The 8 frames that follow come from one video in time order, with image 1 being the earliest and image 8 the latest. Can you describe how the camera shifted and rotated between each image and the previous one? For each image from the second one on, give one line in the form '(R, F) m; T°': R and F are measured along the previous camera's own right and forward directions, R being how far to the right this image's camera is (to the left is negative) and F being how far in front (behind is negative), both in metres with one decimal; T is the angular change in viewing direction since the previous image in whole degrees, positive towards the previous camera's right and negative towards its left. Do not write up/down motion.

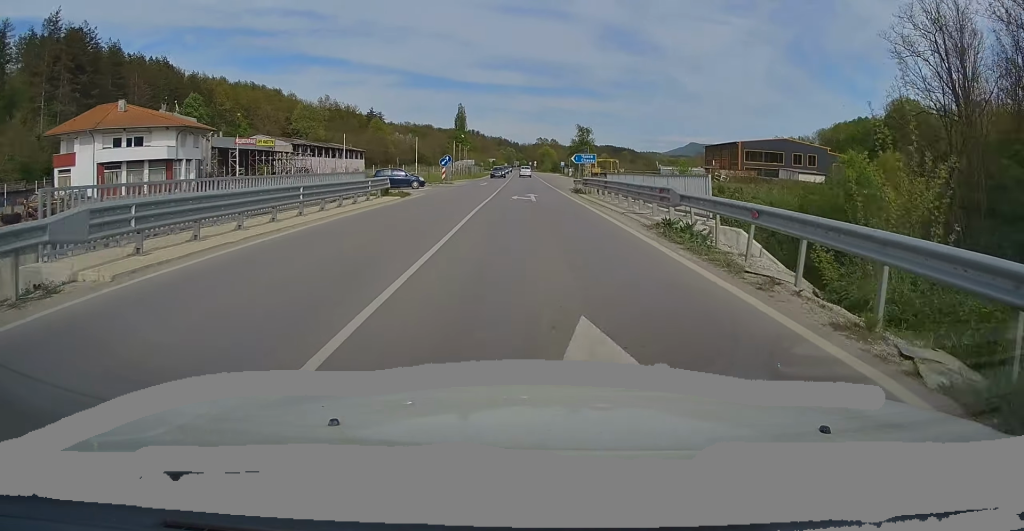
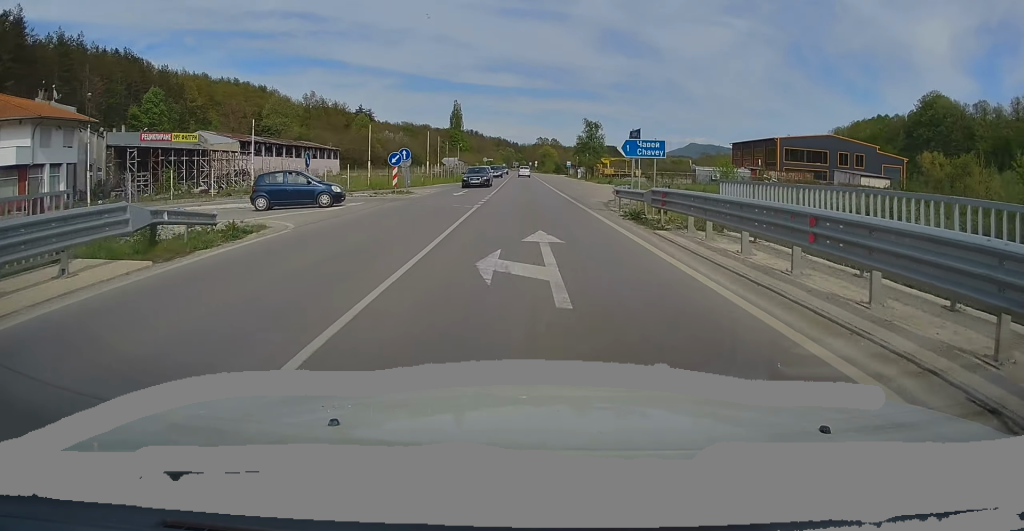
(0.0, +19.8) m; +1°
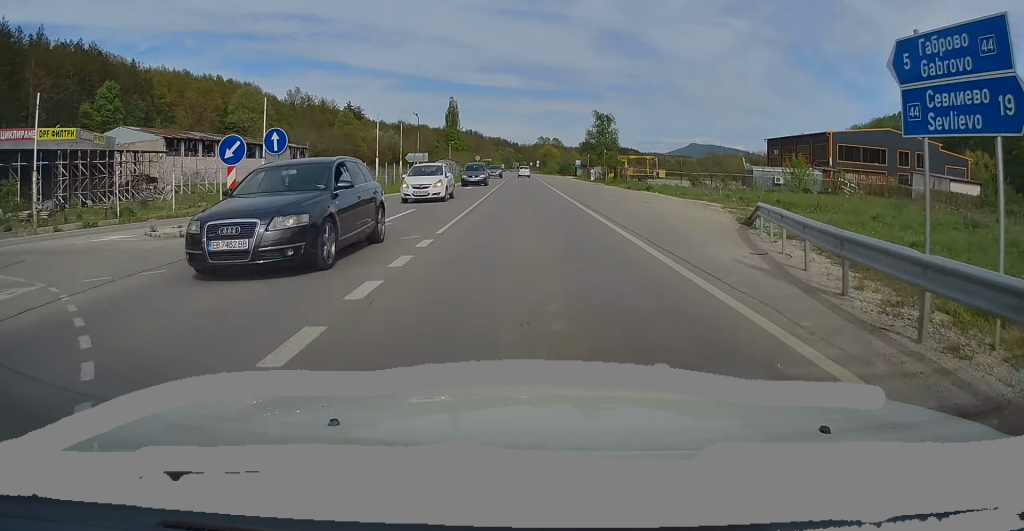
(+0.2, +19.0) m; 0°
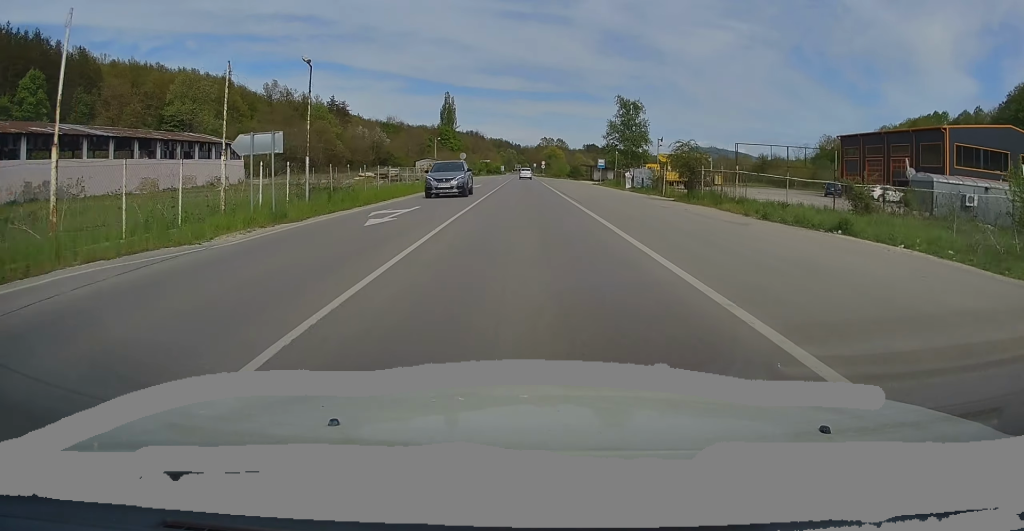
(-0.1, +26.2) m; -1°
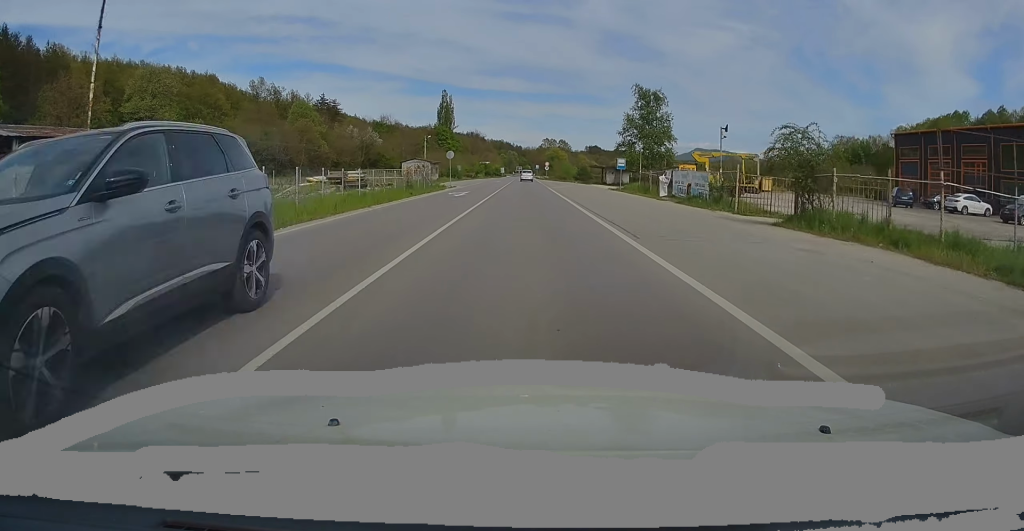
(0.0, +13.4) m; 0°
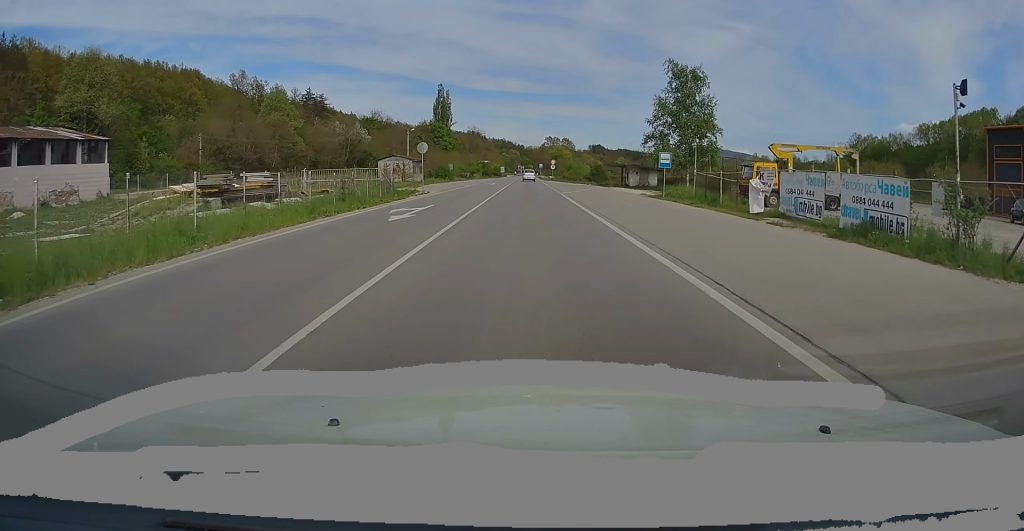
(0.0, +16.7) m; 0°
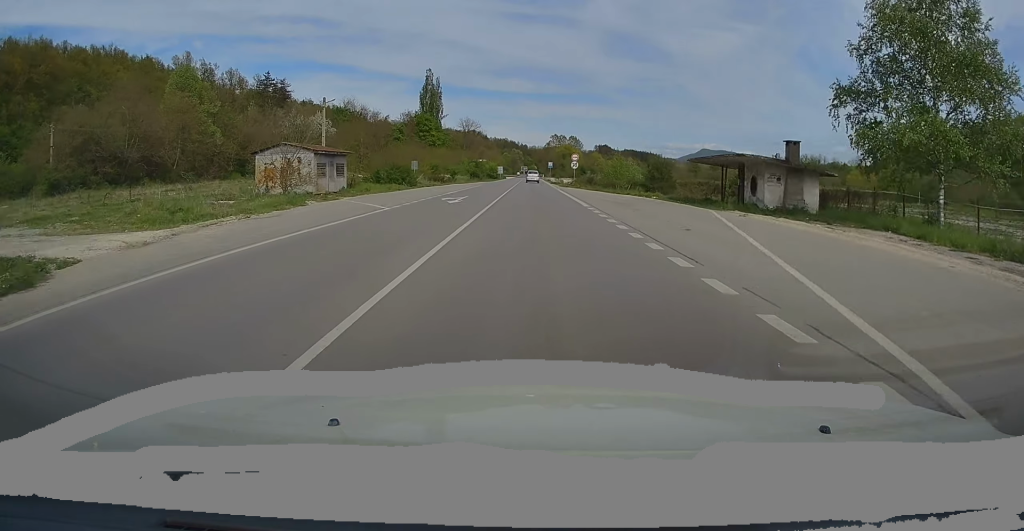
(0.0, +37.2) m; 0°
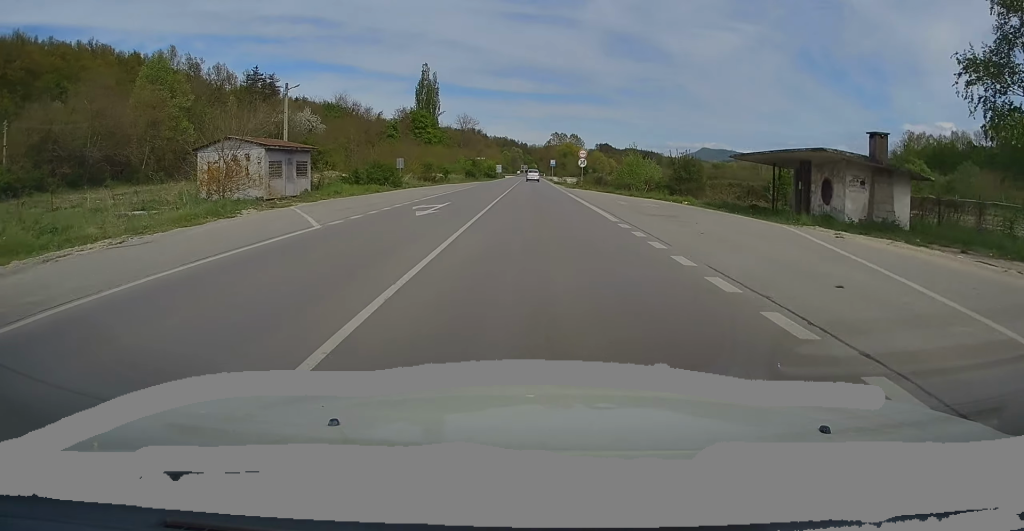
(0.0, +8.0) m; 0°
